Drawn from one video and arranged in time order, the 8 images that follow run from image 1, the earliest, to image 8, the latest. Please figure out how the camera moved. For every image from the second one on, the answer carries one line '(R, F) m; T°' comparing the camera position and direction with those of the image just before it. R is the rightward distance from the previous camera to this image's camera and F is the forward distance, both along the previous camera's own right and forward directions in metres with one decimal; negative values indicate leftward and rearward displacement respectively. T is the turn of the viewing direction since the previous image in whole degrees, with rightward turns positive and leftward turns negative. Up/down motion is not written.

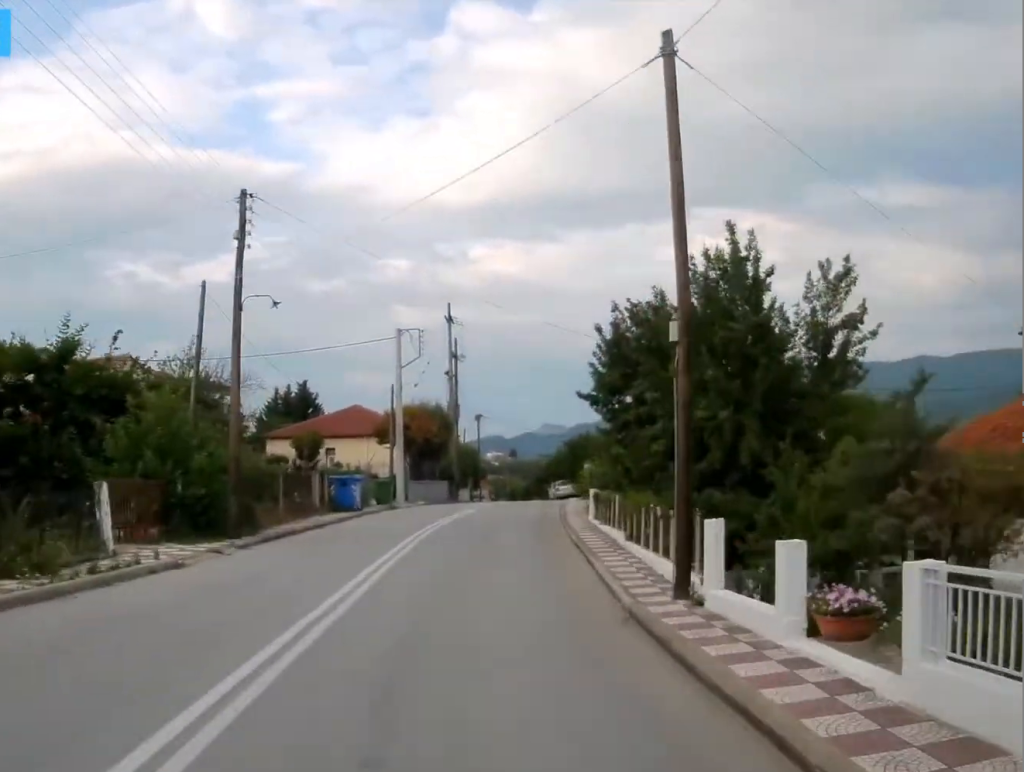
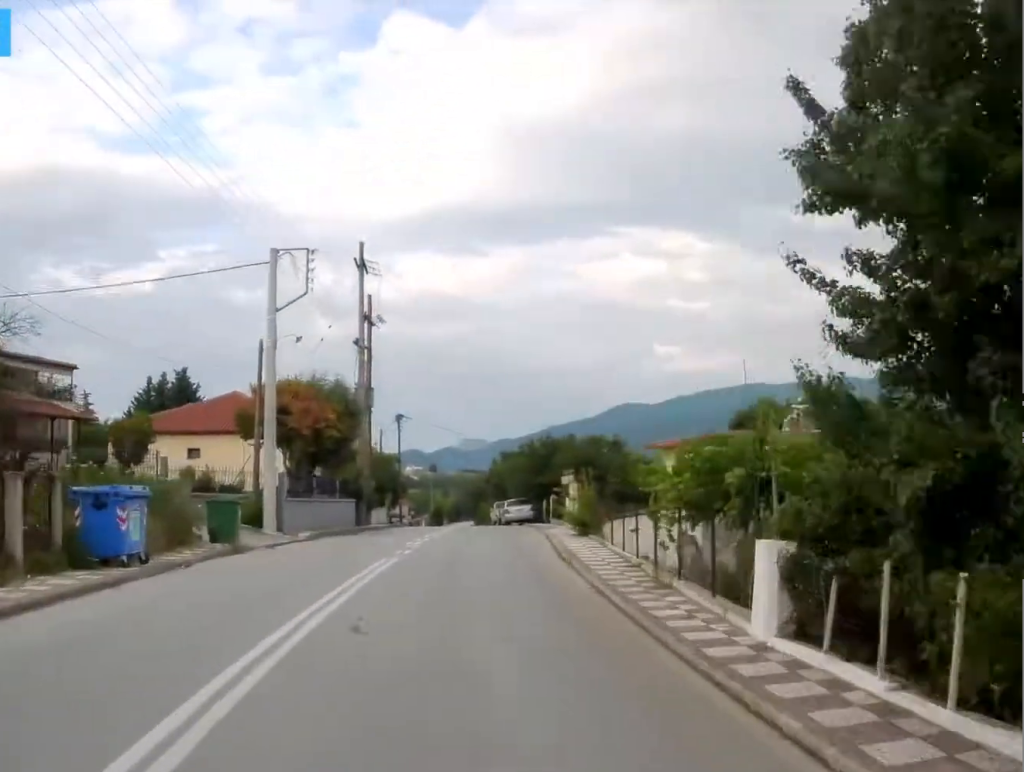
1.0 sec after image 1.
(+0.9, +19.6) m; +5°
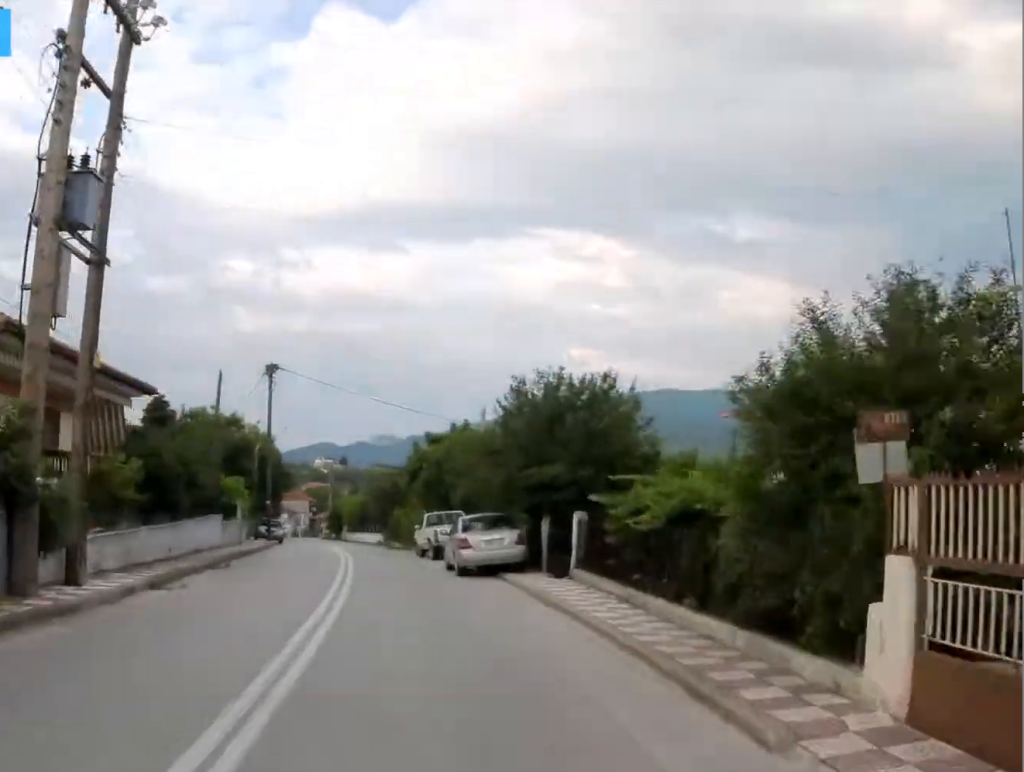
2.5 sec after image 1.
(+1.5, +28.6) m; +5°
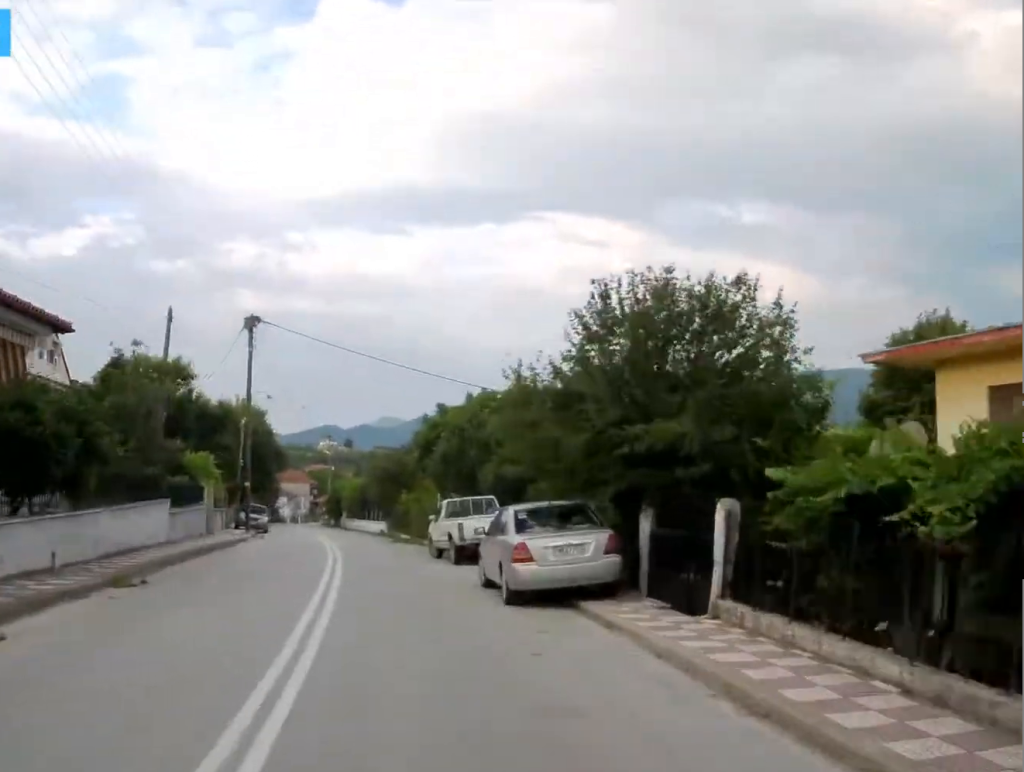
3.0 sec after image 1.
(0.0, +8.1) m; +1°
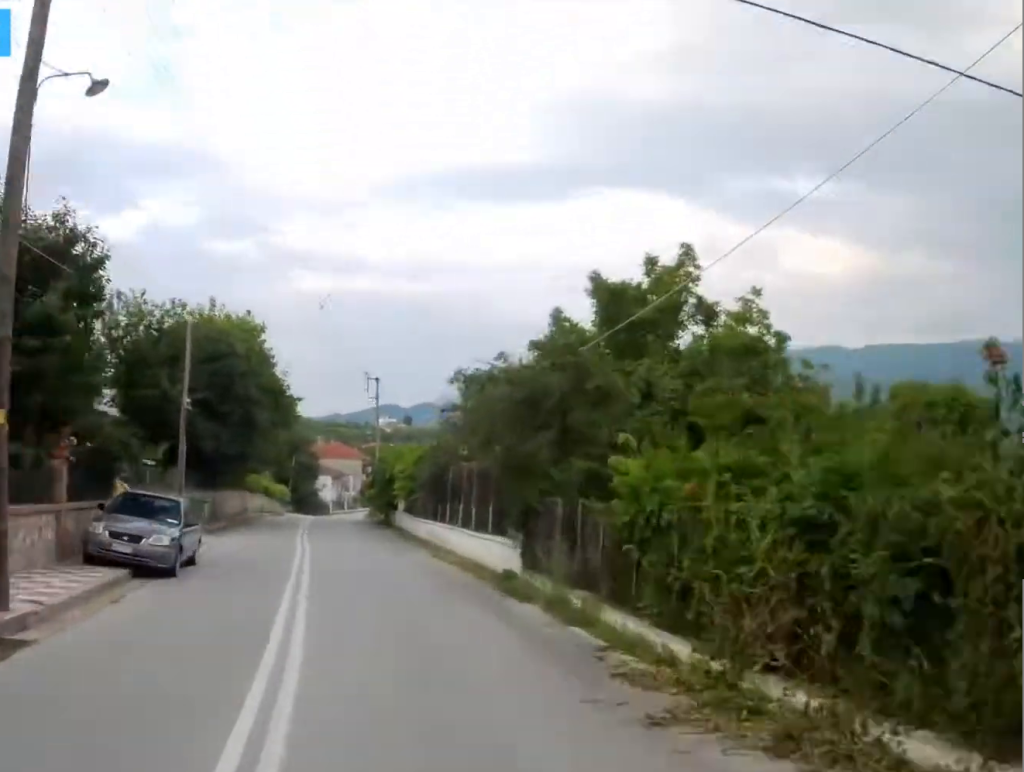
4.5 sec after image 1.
(0.0, +26.2) m; -3°
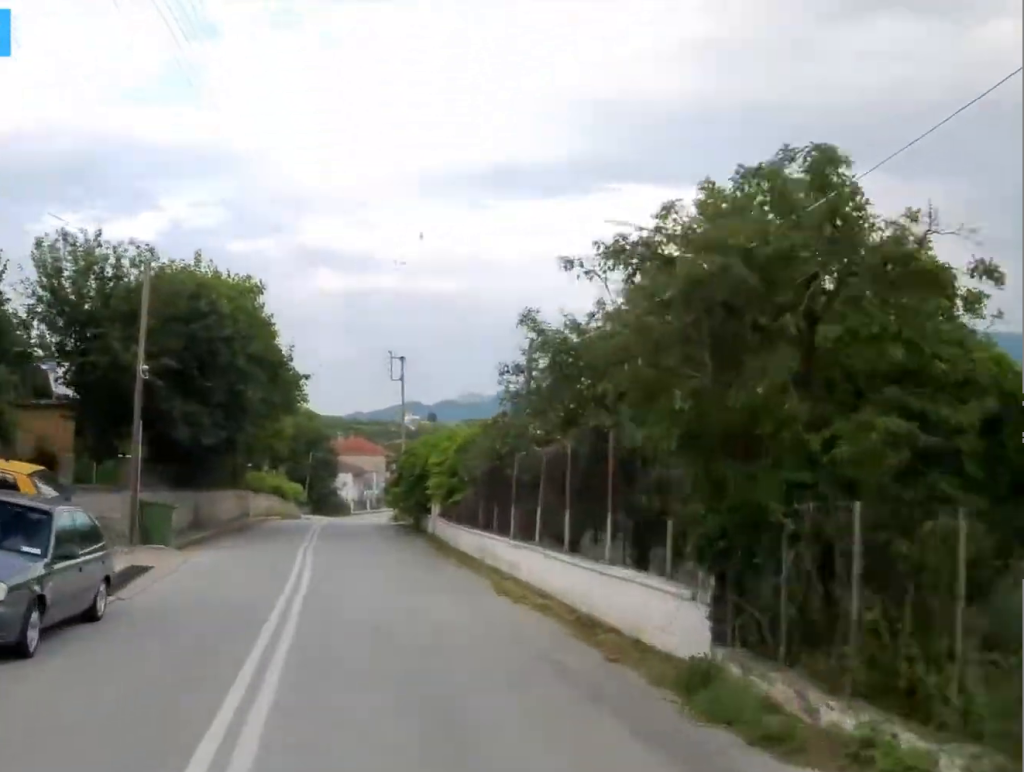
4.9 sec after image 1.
(-0.2, +7.2) m; -2°
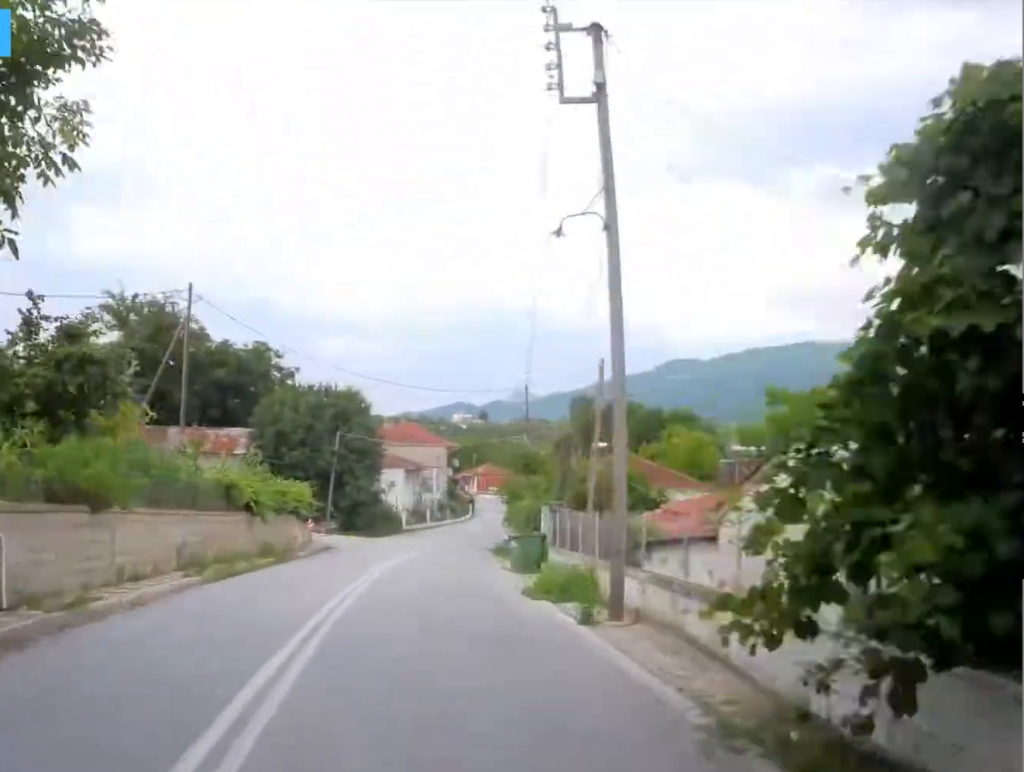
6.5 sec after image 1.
(-1.2, +32.1) m; -2°
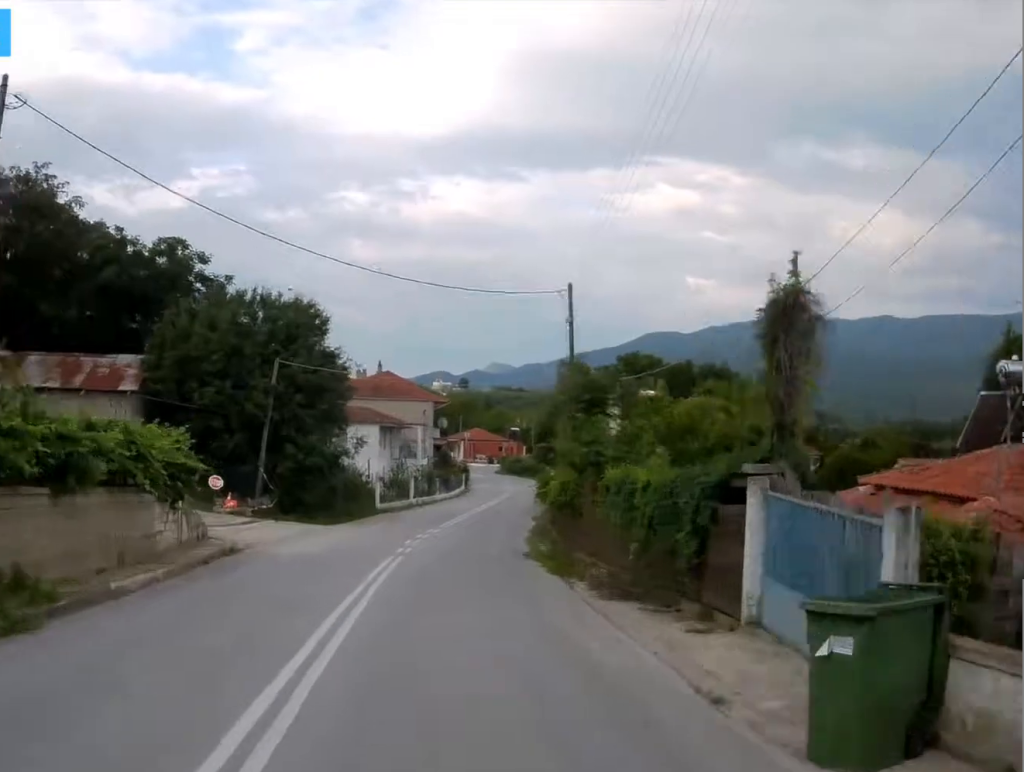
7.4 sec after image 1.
(+0.2, +19.0) m; +2°
